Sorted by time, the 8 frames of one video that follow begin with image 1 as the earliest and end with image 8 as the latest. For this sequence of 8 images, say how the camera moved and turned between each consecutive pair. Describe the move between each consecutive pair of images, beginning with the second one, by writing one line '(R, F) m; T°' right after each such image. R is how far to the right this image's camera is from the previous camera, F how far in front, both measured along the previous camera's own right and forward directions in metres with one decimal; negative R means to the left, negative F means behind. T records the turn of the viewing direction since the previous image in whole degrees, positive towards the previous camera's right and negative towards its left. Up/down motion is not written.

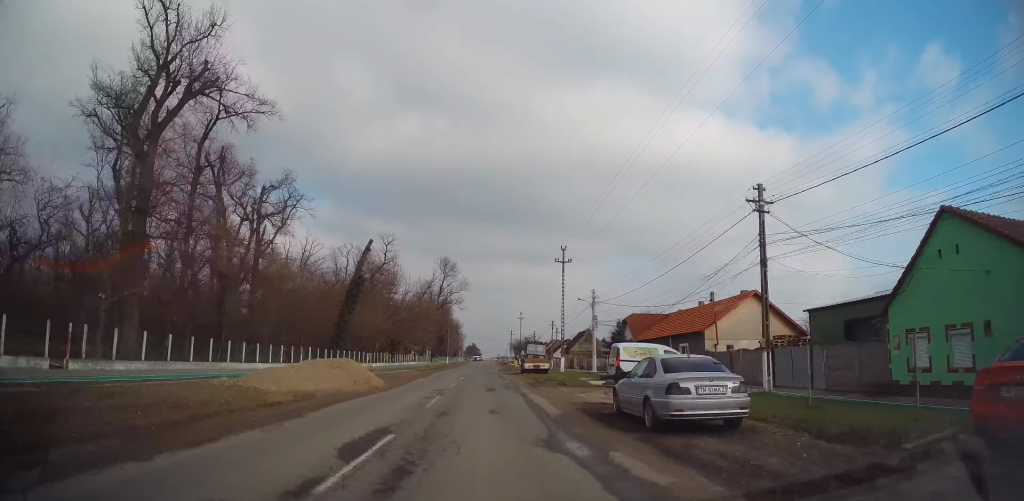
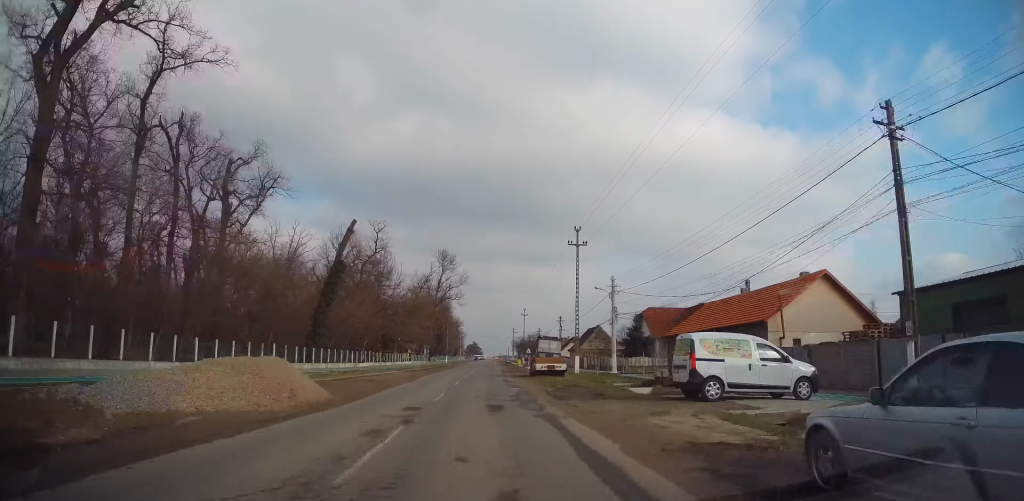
(0.0, +7.8) m; 0°
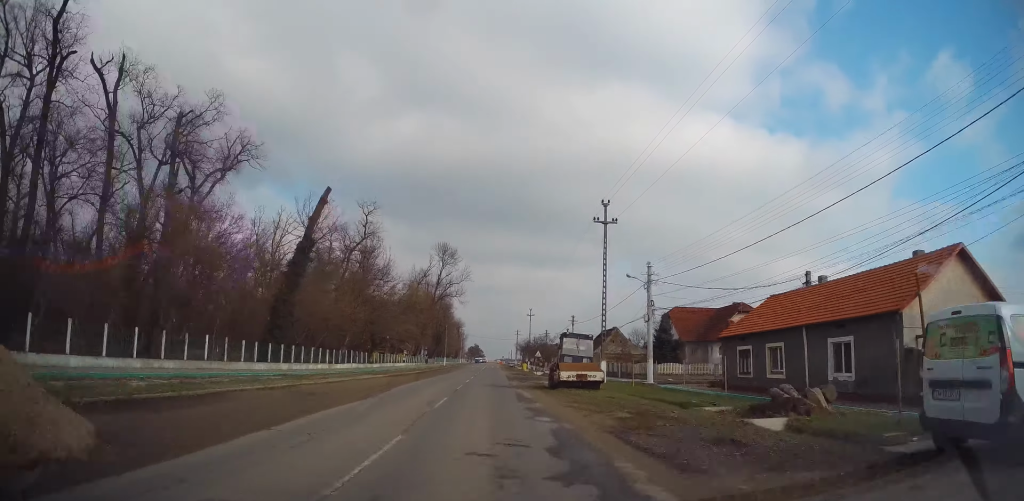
(0.0, +9.6) m; 0°
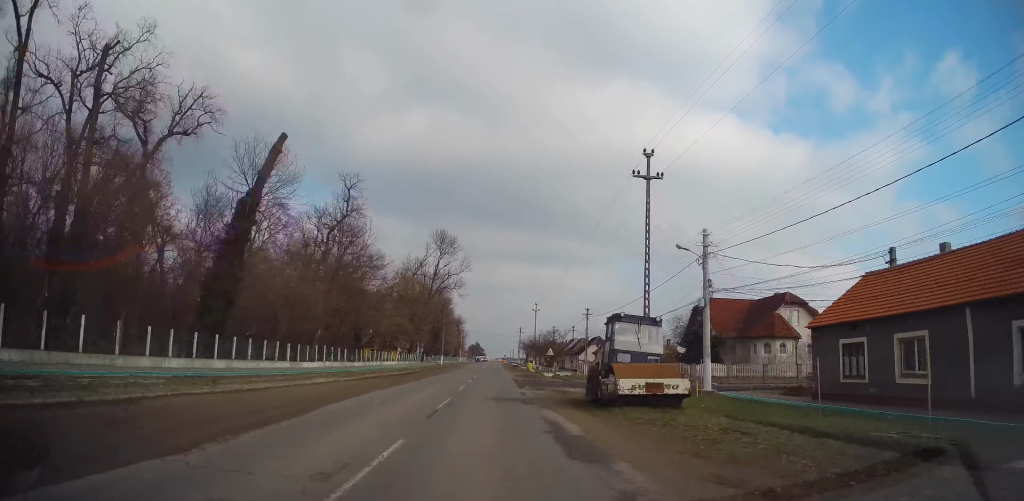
(0.0, +9.6) m; 0°
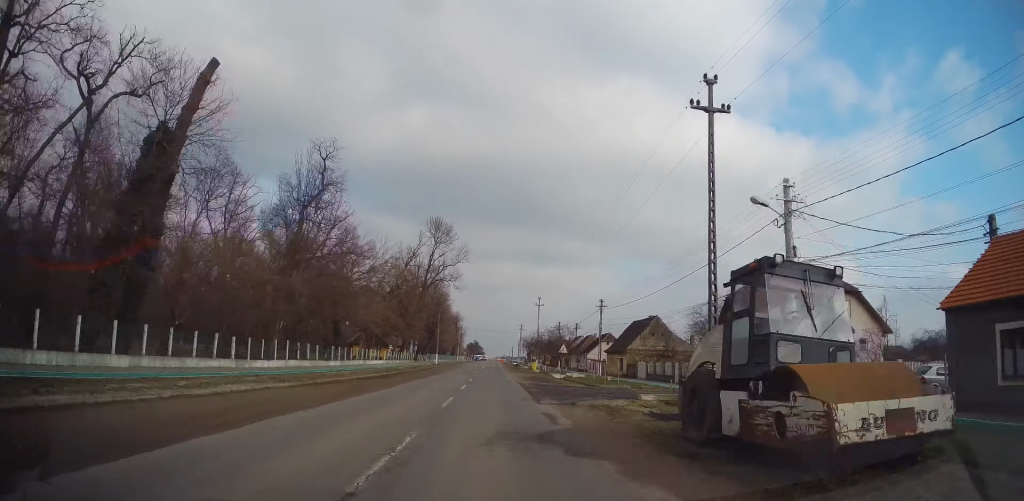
(0.0, +8.4) m; -1°
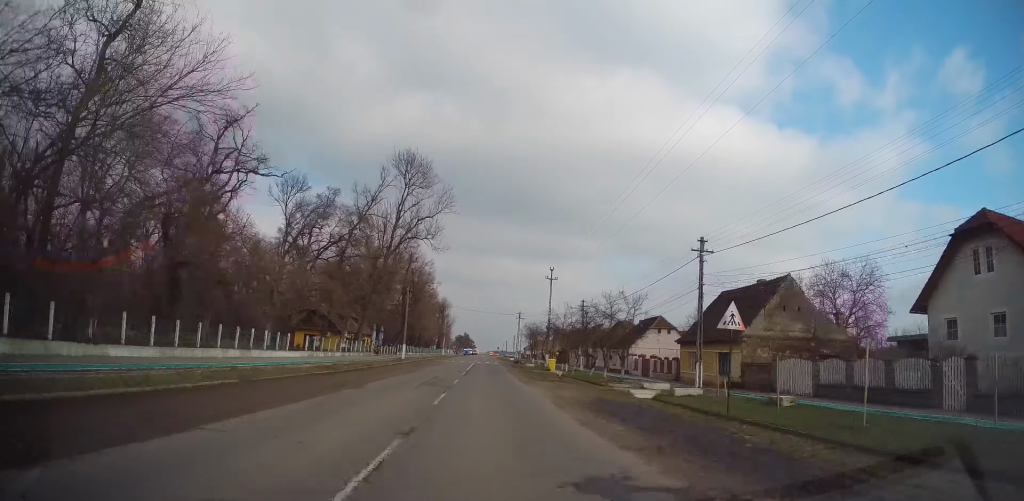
(0.0, +27.7) m; +2°
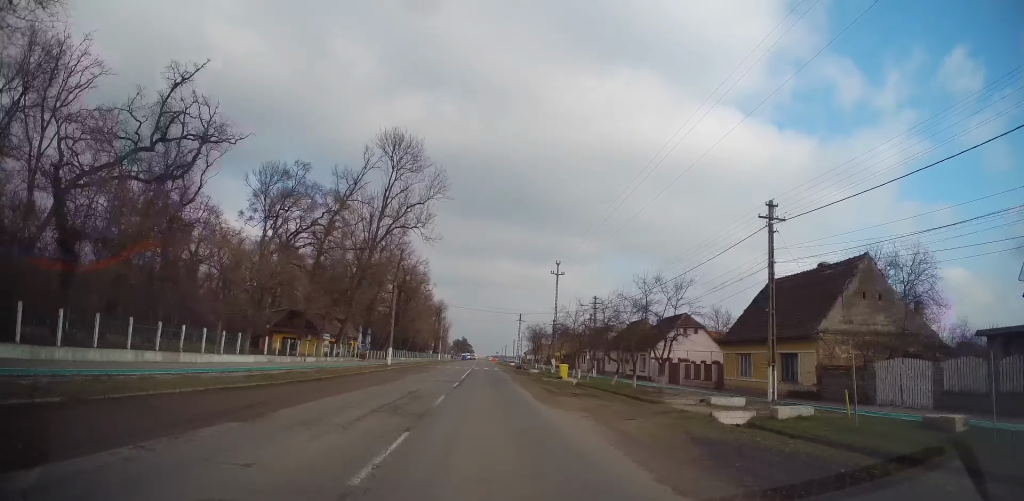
(0.0, +7.5) m; 0°
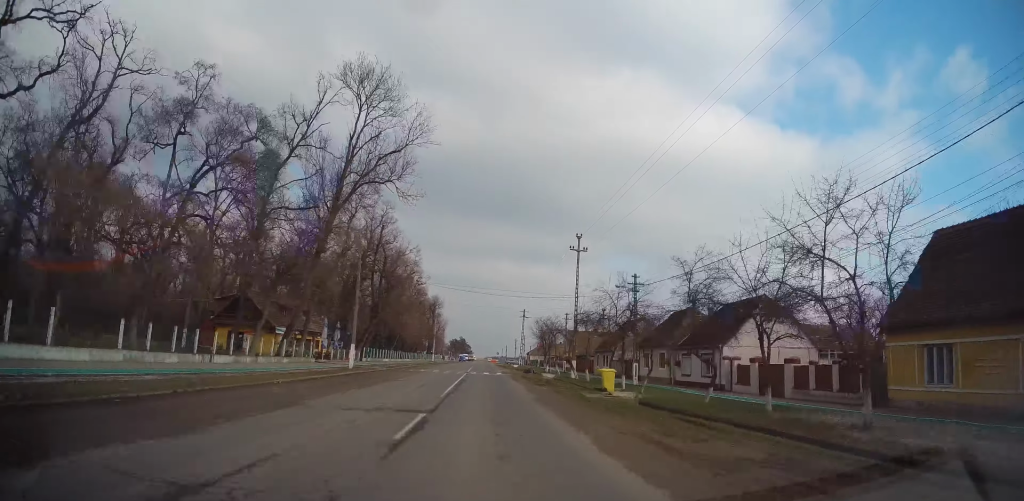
(-0.1, +14.4) m; 0°
